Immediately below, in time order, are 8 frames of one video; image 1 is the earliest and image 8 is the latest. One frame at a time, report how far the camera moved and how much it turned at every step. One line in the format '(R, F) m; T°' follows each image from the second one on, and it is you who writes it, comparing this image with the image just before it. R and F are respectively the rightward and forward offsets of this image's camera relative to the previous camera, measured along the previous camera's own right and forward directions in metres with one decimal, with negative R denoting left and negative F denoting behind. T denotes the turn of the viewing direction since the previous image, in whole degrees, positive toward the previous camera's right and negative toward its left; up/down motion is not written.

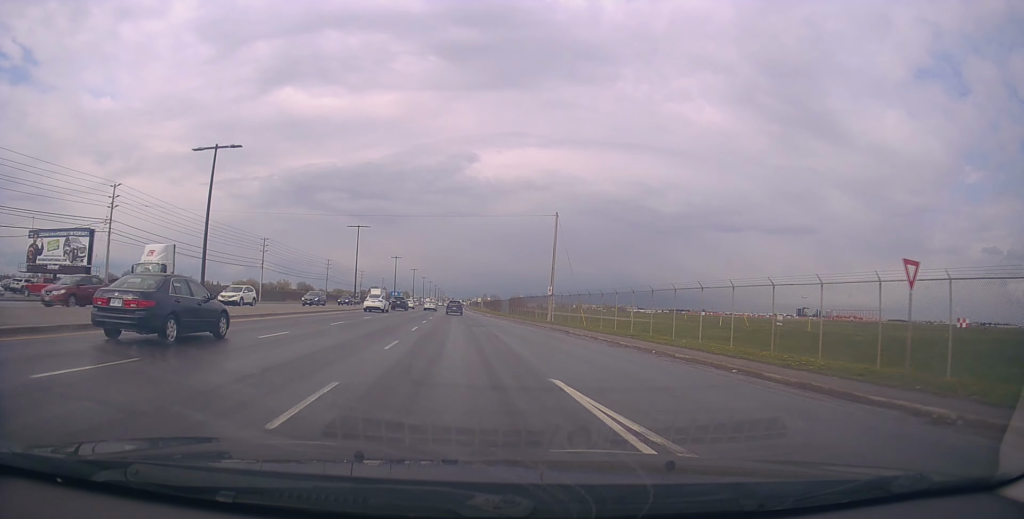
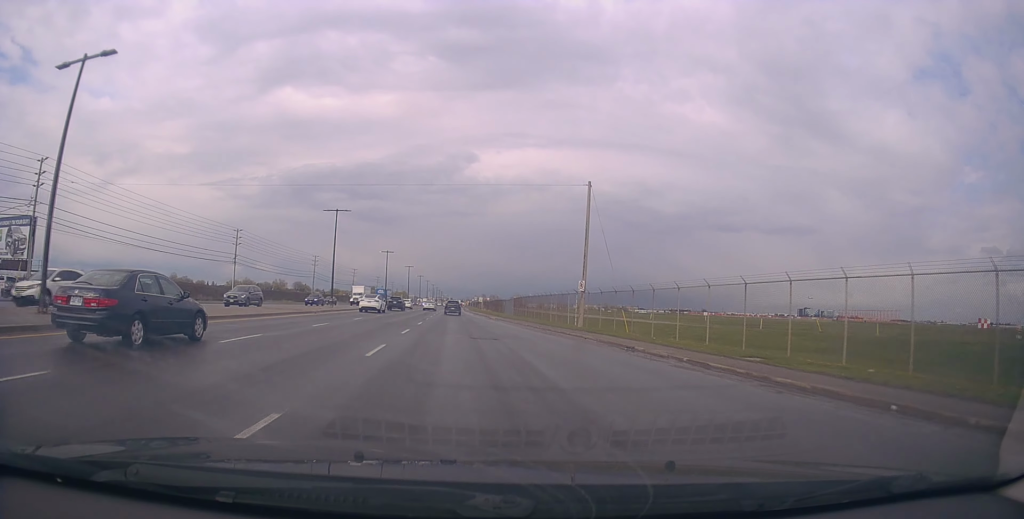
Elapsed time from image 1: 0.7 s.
(0.0, +11.7) m; 0°
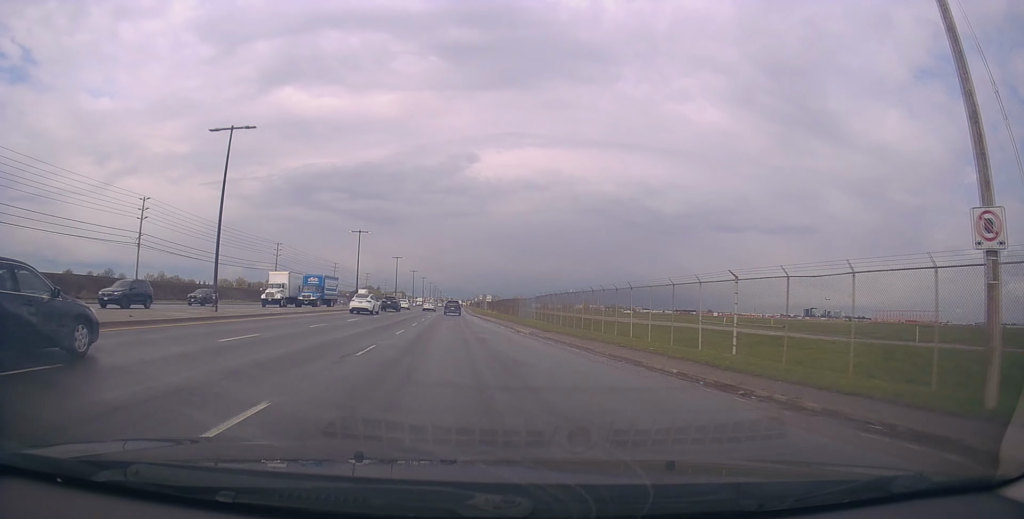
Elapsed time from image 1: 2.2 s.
(0.0, +26.8) m; 0°
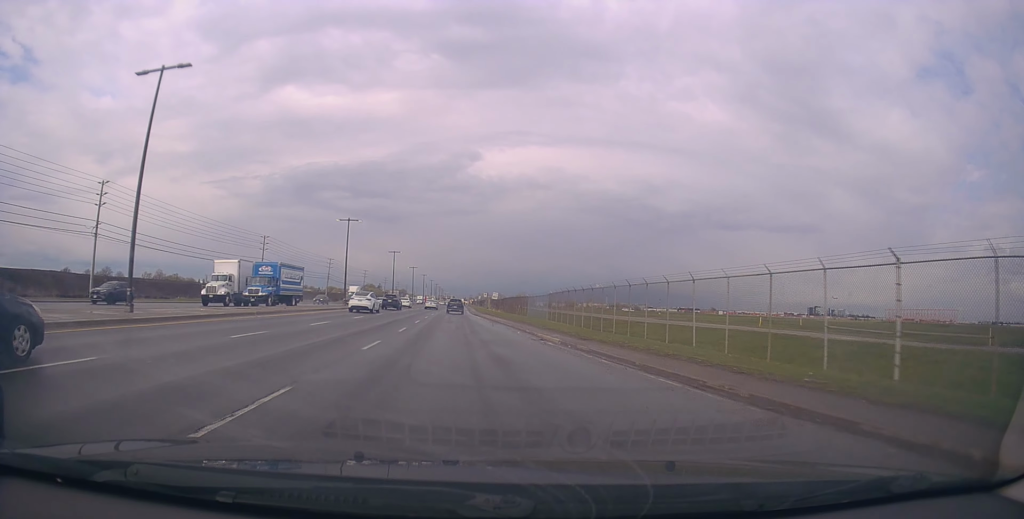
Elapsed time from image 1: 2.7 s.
(-0.1, +7.9) m; 0°
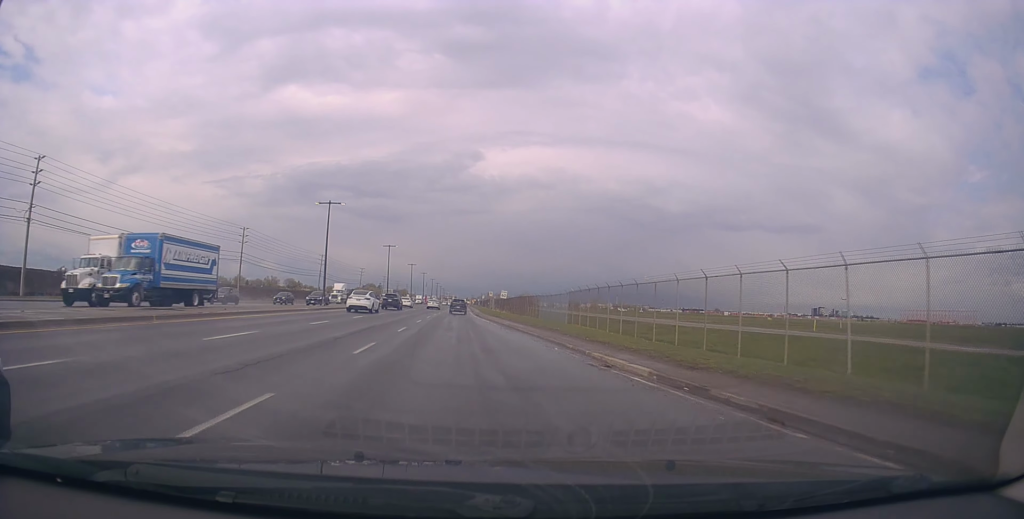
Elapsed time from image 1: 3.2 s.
(+0.1, +10.0) m; 0°
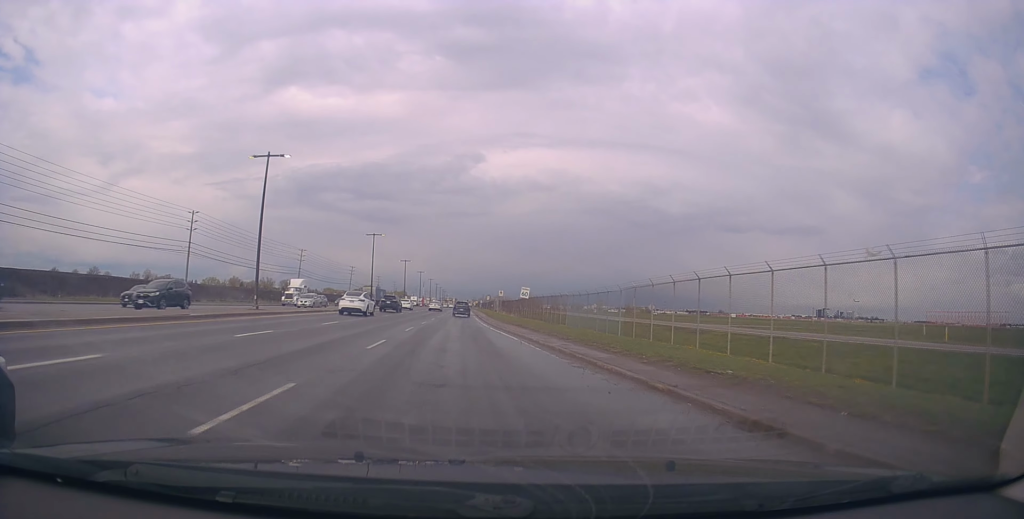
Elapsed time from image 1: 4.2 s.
(-0.1, +17.4) m; -1°
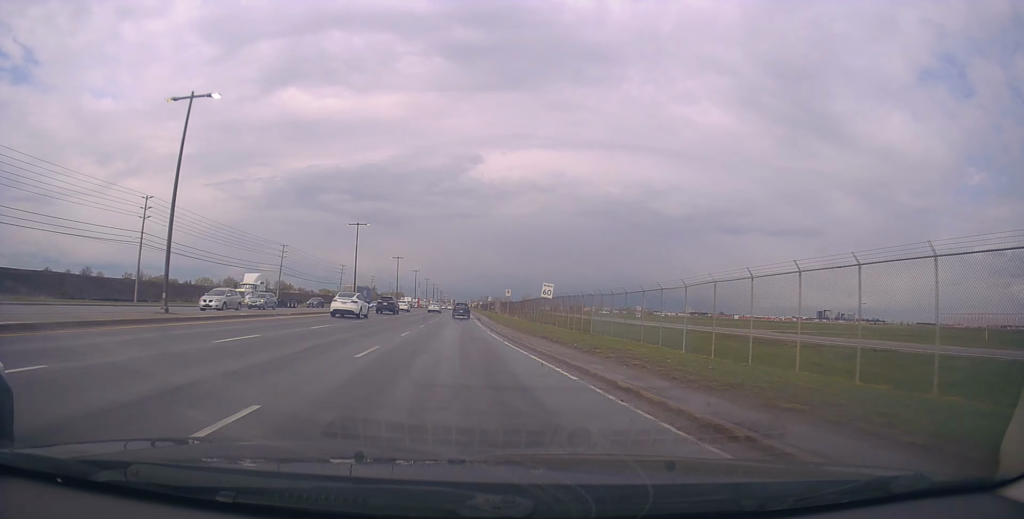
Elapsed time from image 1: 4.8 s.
(-0.2, +10.6) m; -1°
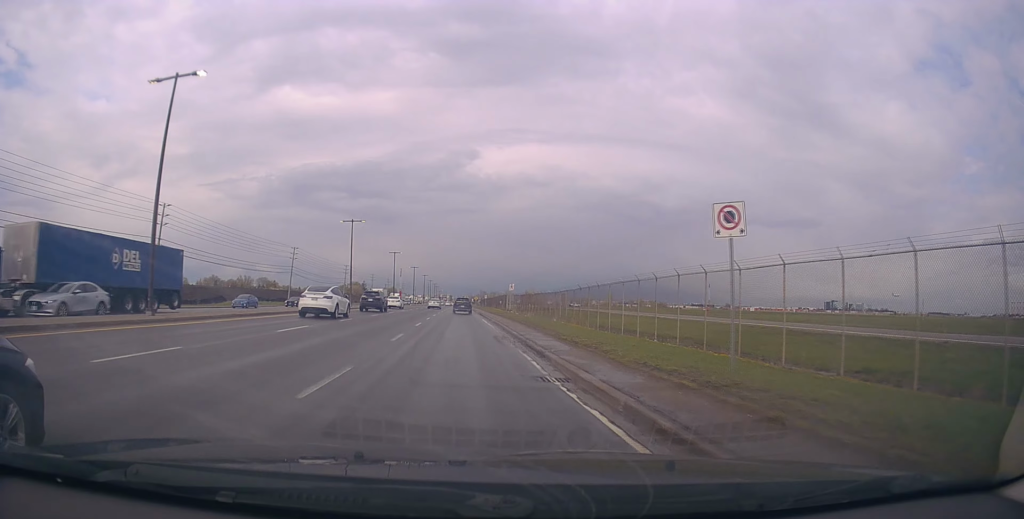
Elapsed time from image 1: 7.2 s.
(+0.8, +41.9) m; +2°
